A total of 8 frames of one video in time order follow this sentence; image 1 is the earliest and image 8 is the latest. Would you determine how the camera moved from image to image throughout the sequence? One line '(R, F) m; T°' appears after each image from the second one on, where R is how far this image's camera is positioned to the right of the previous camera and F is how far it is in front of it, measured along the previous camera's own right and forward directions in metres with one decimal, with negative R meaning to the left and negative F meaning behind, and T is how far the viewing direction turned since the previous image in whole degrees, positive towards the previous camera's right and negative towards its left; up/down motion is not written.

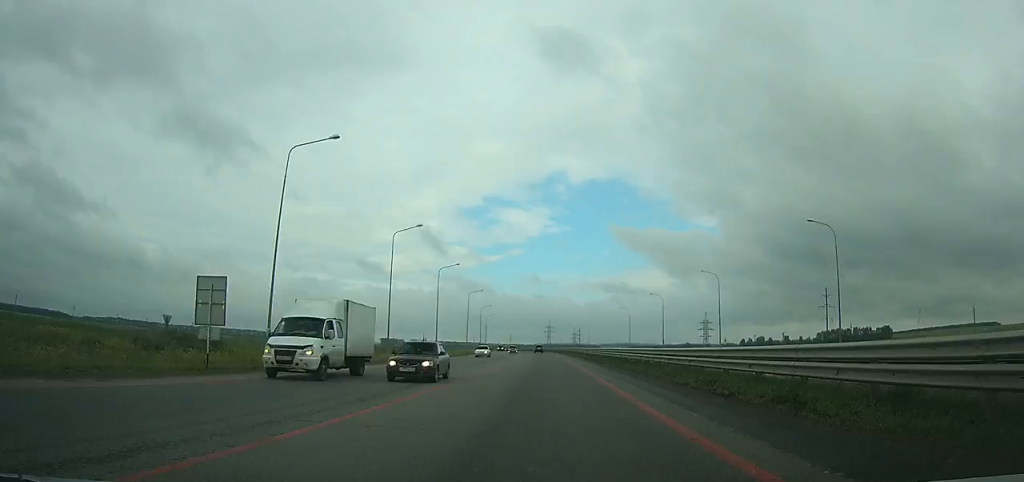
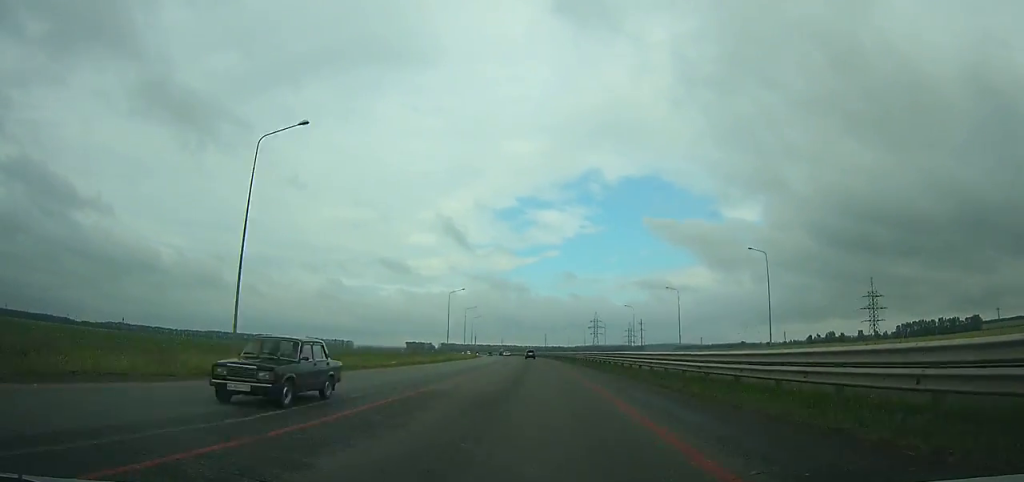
(-3.4, +152.4) m; -4°
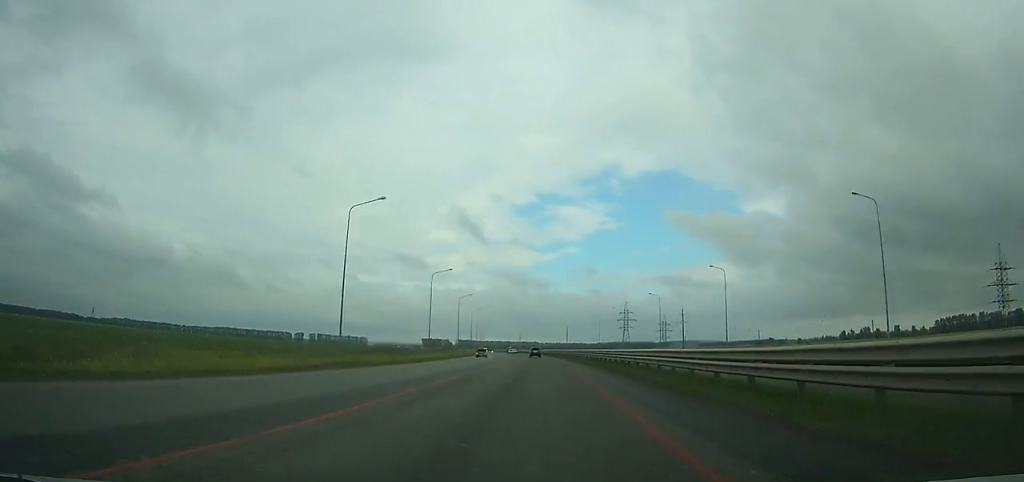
(-0.9, +55.7) m; -2°
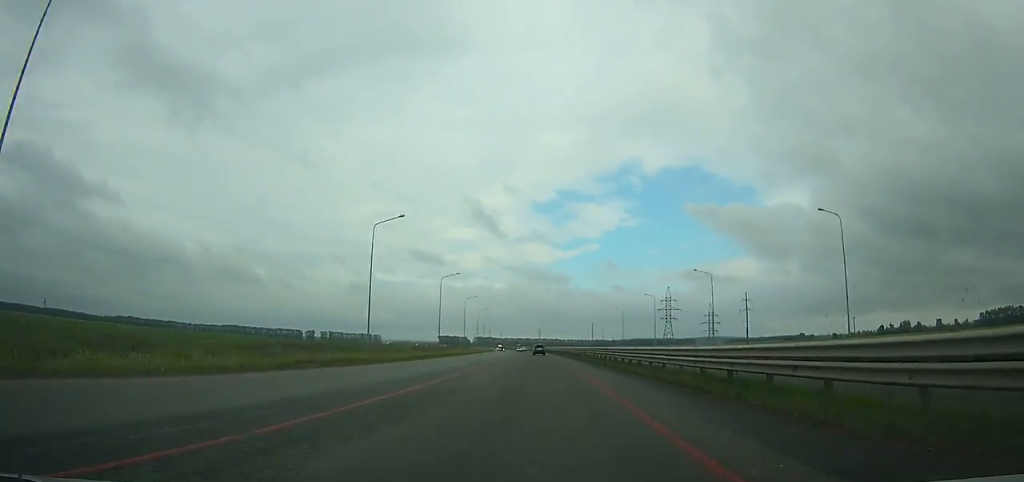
(-1.4, +61.5) m; -2°
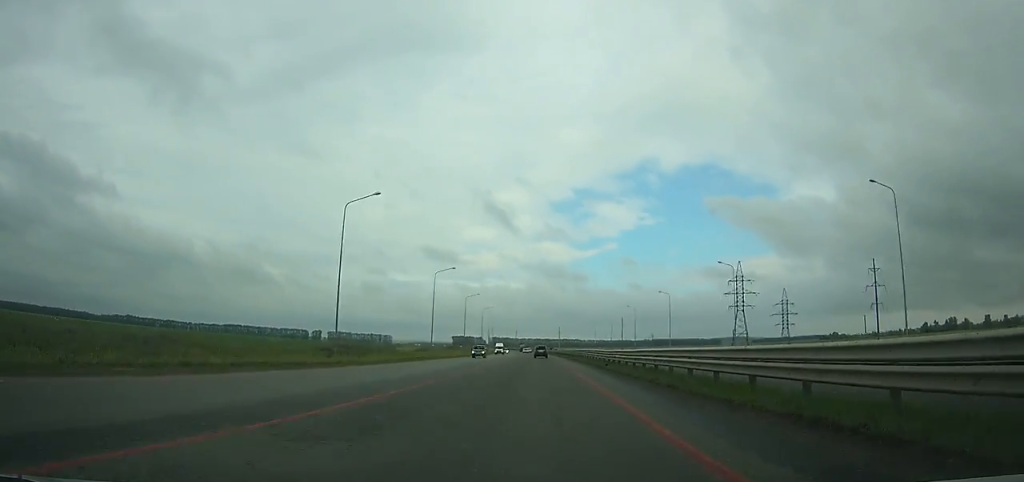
(-1.6, +78.6) m; -2°
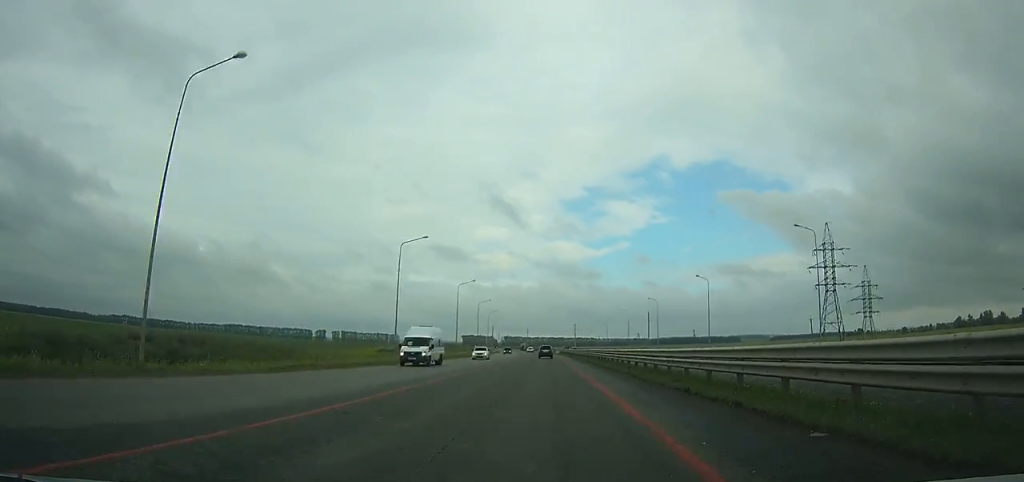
(-0.5, +55.0) m; -1°
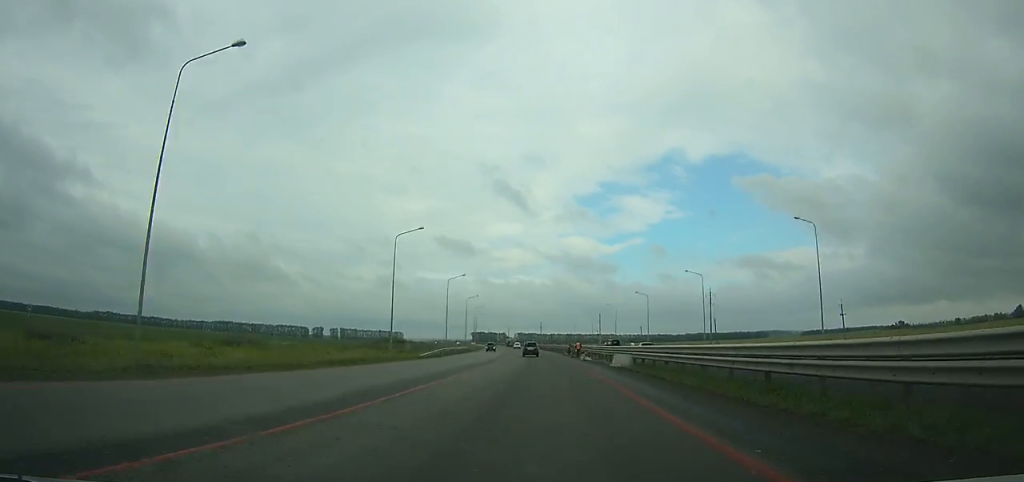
(-1.9, +105.9) m; -2°
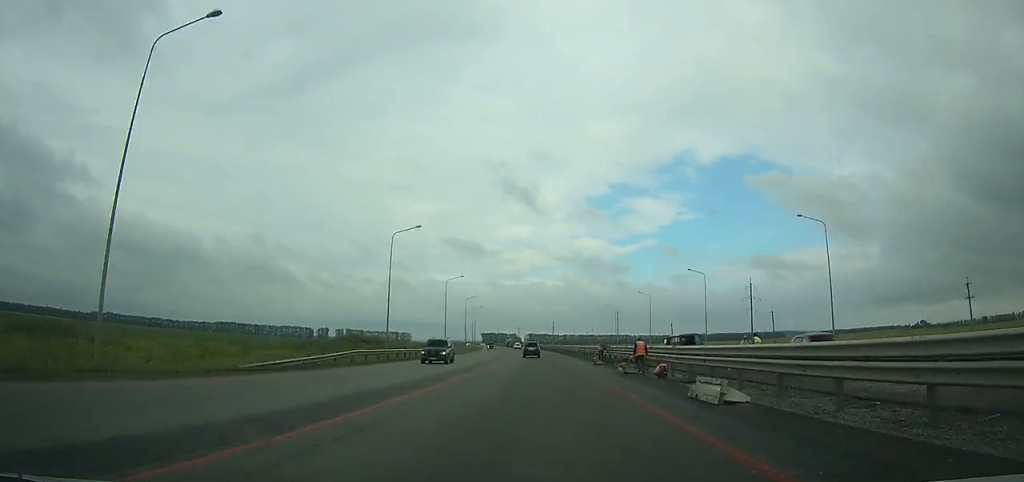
(0.0, +37.1) m; -1°
